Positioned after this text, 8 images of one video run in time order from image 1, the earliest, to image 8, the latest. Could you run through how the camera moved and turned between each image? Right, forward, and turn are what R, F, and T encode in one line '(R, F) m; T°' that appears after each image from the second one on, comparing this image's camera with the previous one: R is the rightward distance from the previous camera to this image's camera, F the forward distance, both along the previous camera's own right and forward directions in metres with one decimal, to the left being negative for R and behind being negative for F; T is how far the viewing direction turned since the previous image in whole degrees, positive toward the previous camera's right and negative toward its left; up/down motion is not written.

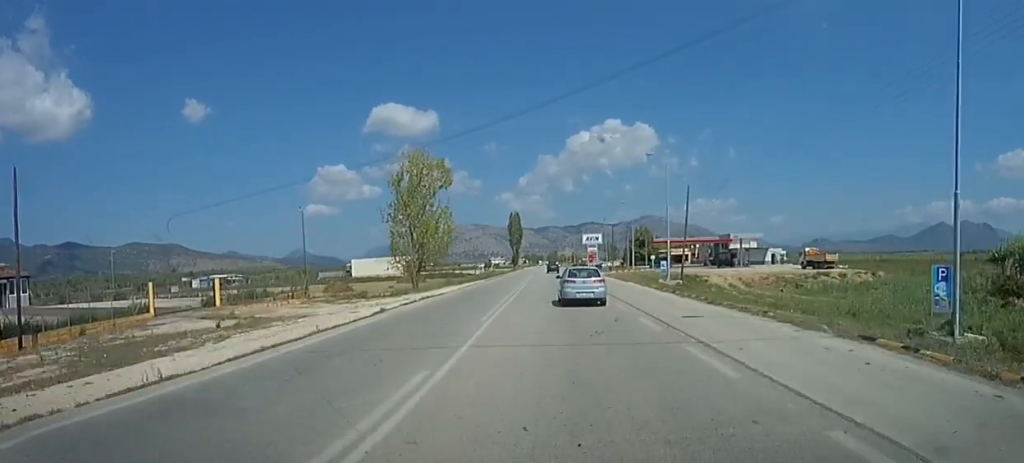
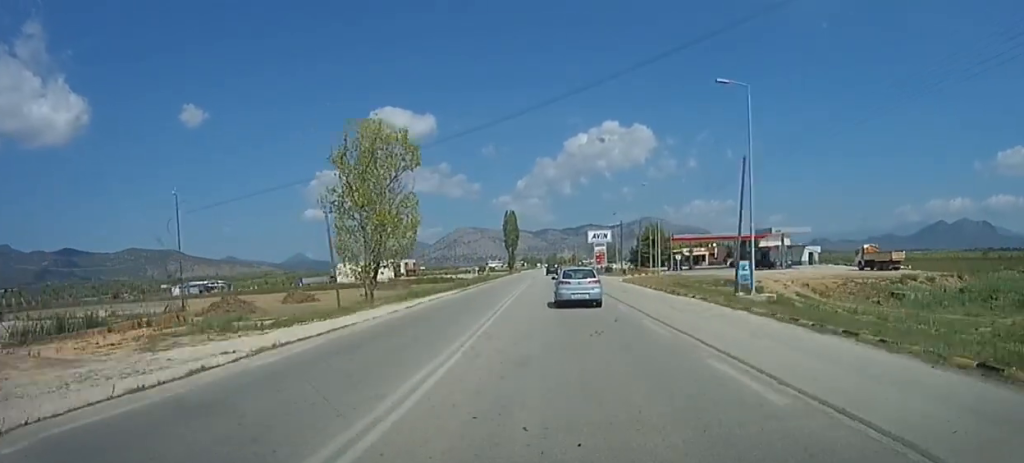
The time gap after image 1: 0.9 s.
(+0.6, +17.3) m; 0°
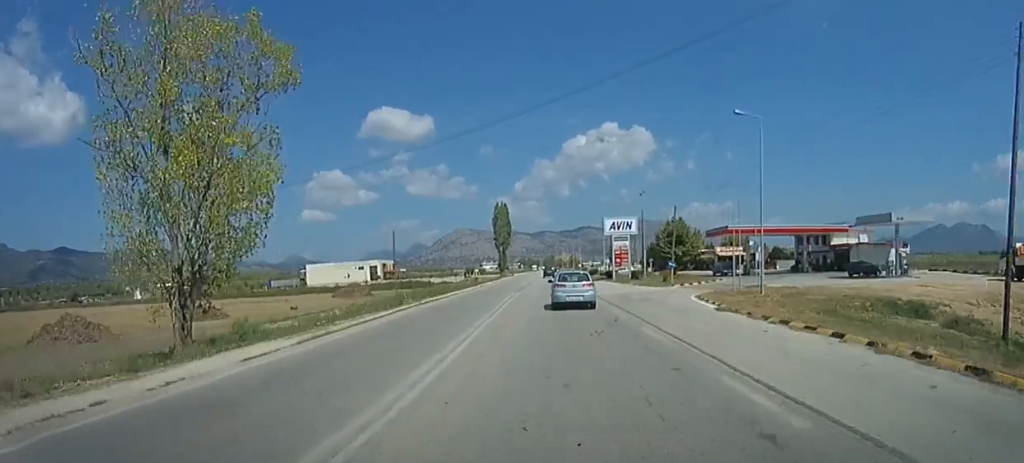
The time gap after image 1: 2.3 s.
(-0.6, +27.0) m; -1°
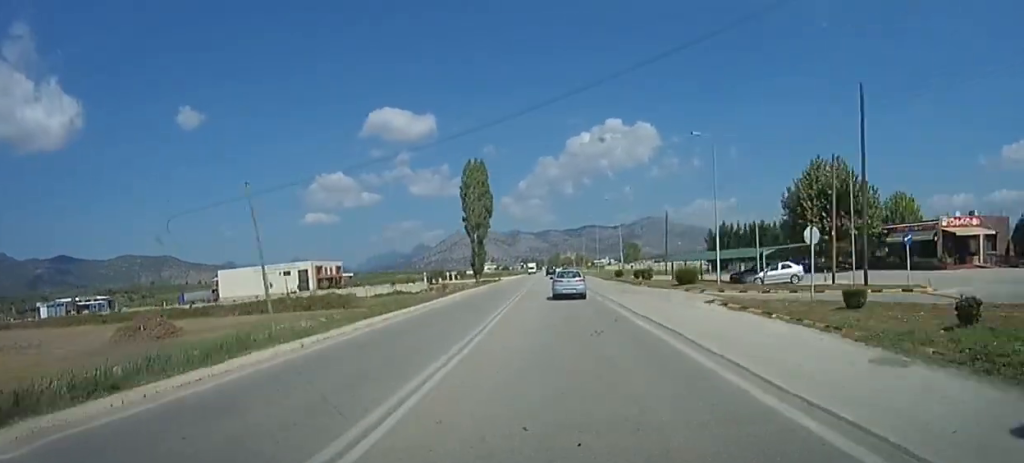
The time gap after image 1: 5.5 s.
(-0.3, +61.7) m; +1°
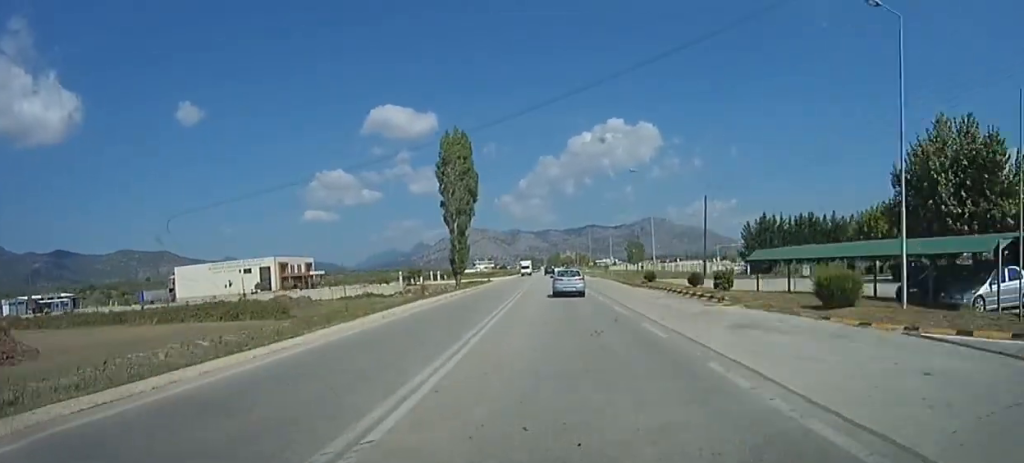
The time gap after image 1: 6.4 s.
(+0.5, +18.4) m; 0°
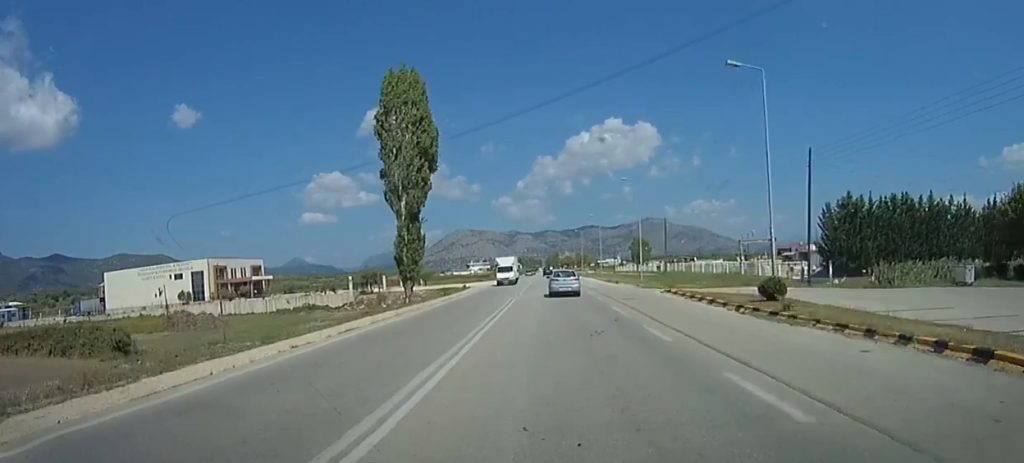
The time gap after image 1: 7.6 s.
(+0.1, +23.7) m; 0°
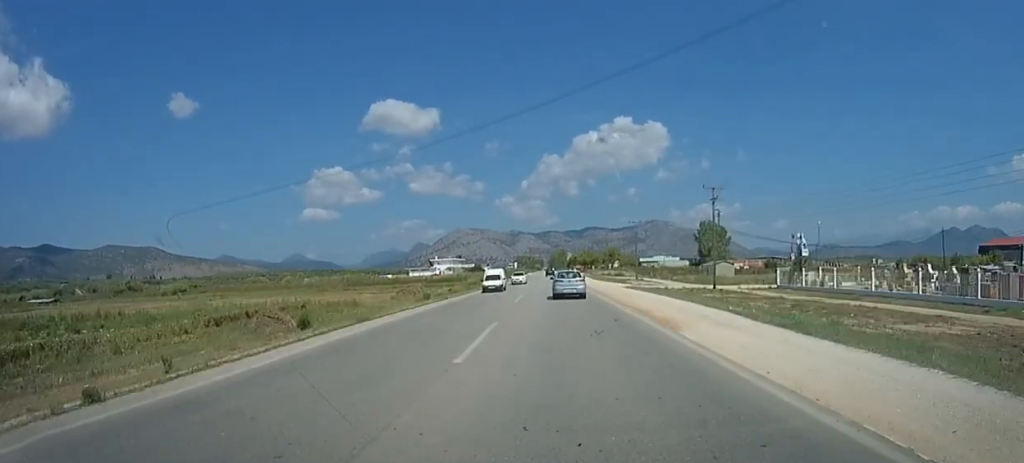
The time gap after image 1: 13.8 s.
(-0.7, +133.3) m; 0°
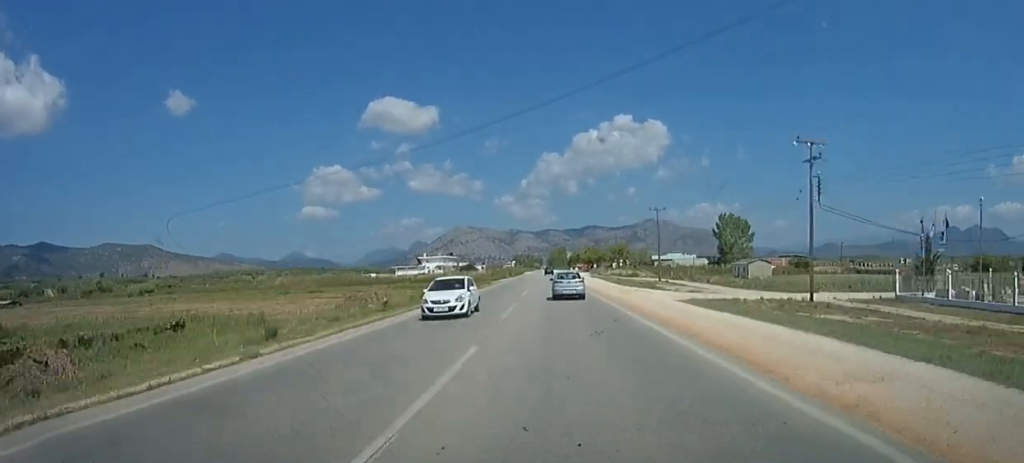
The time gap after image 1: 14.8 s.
(-0.4, +22.5) m; -1°
